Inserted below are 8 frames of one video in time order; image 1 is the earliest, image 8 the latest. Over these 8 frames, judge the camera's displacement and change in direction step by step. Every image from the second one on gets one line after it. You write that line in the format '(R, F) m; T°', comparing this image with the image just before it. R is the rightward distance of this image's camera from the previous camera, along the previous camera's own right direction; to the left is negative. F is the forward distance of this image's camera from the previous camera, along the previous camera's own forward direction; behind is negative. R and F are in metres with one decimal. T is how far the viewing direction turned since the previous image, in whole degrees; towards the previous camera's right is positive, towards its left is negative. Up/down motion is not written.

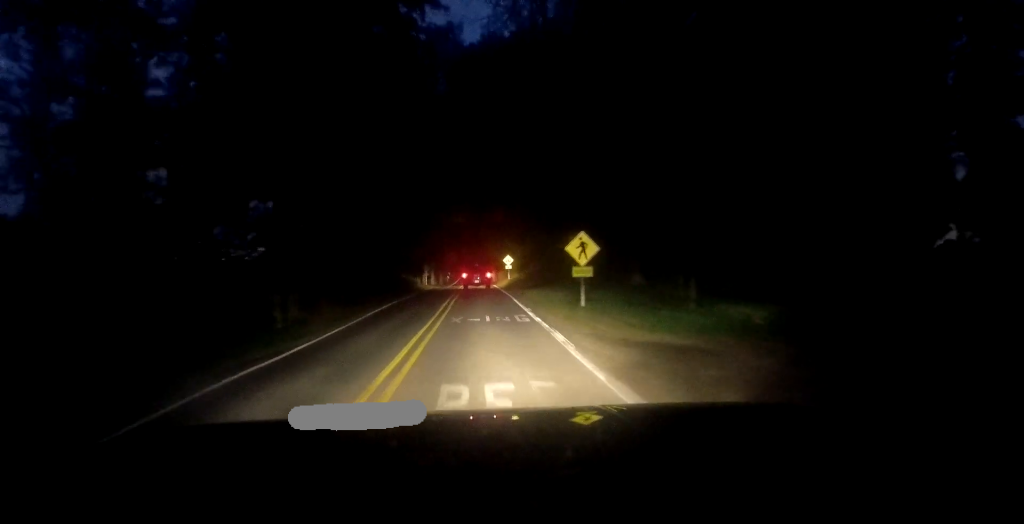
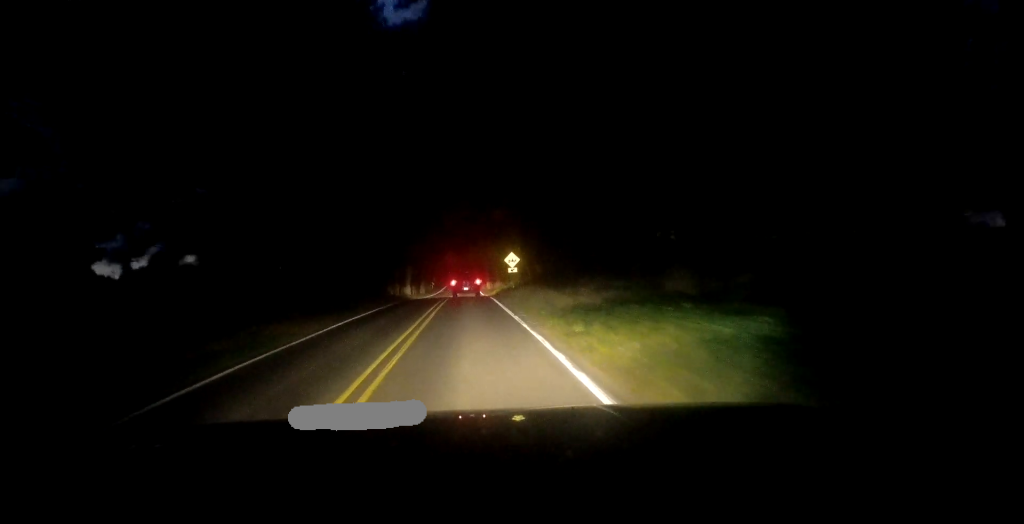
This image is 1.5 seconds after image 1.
(+0.7, +19.3) m; +2°
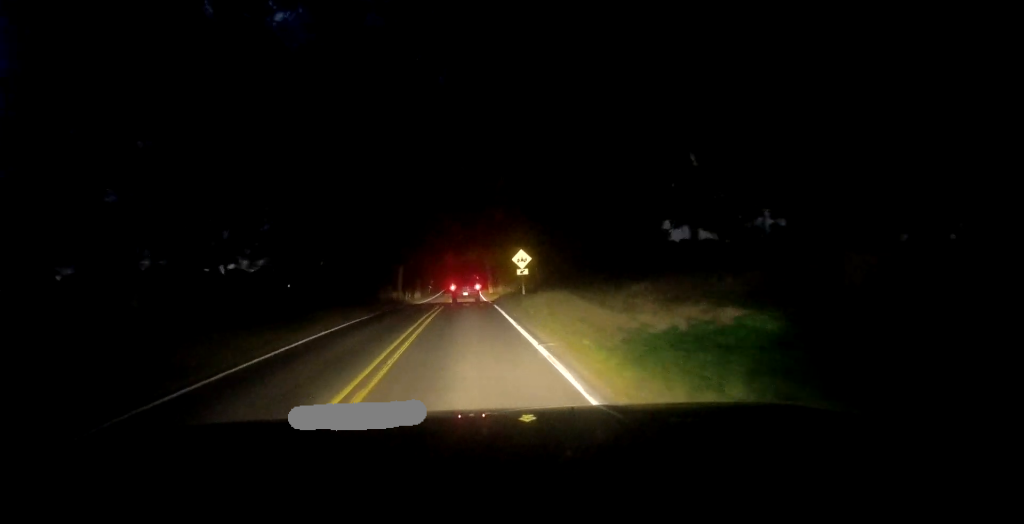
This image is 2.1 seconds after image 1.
(0.0, +7.8) m; 0°
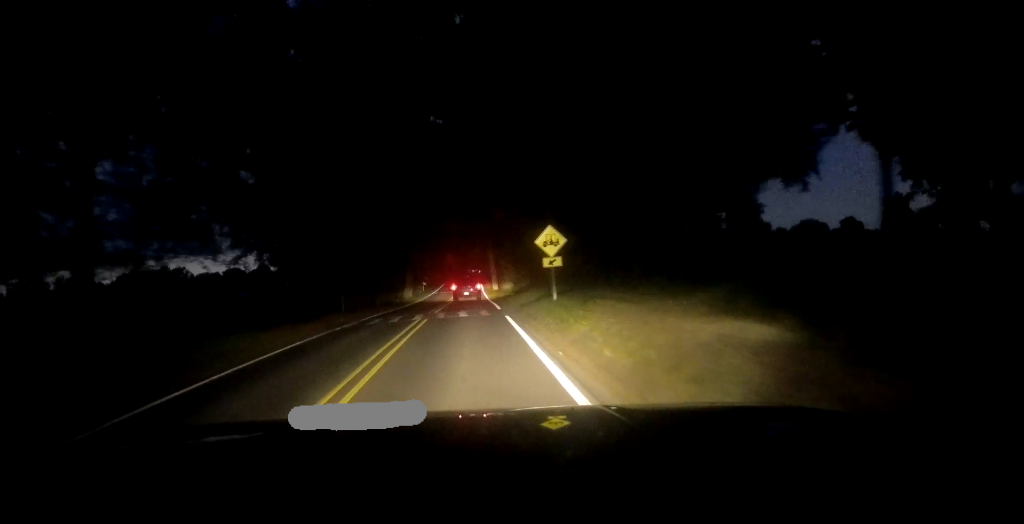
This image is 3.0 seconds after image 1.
(0.0, +12.0) m; -2°
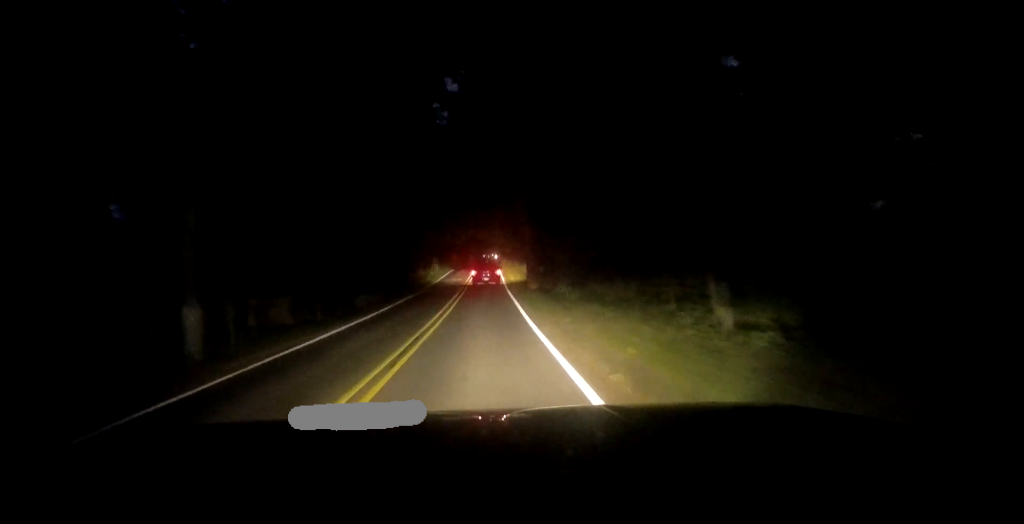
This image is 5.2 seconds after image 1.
(-0.1, +29.3) m; 0°
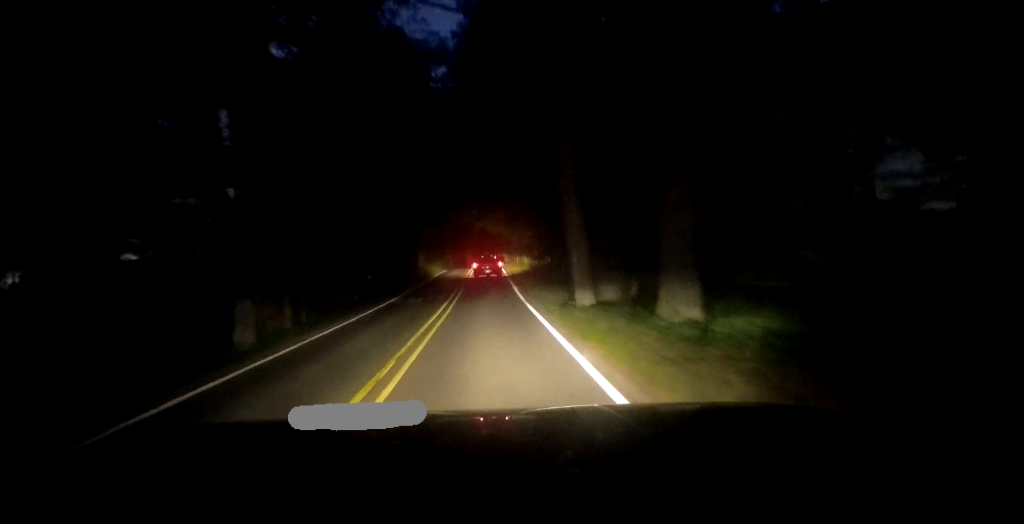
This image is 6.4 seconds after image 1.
(-0.1, +15.4) m; 0°
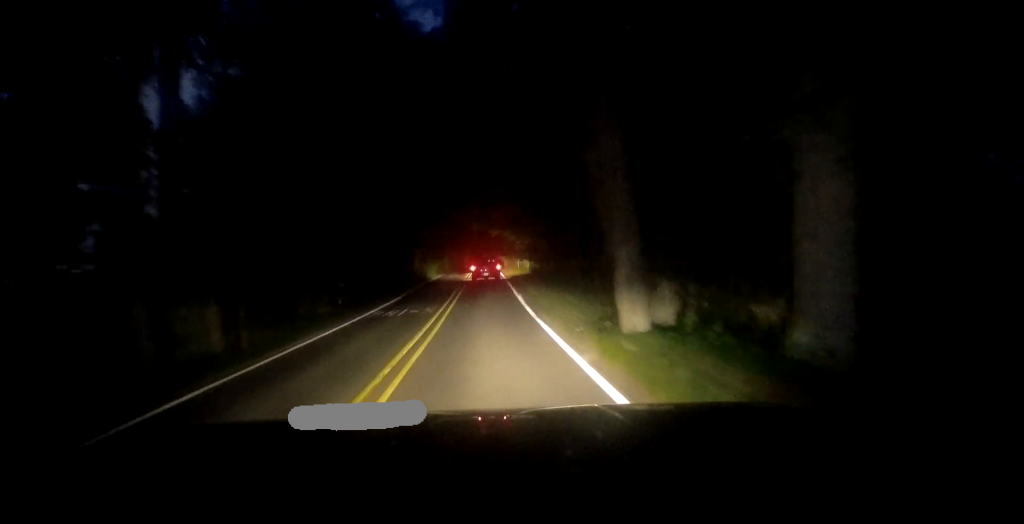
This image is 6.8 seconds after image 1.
(+0.2, +5.1) m; 0°
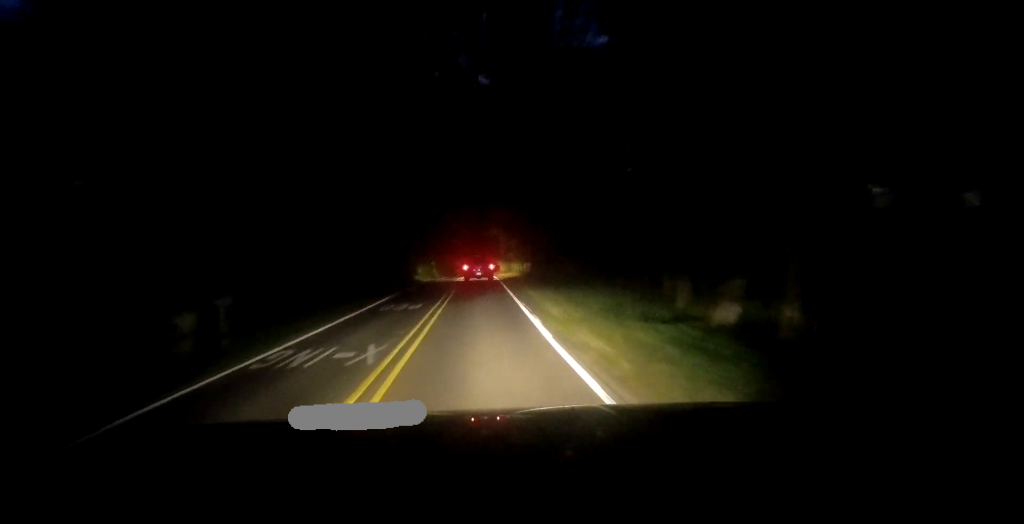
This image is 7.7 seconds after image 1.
(-0.4, +10.6) m; -2°
